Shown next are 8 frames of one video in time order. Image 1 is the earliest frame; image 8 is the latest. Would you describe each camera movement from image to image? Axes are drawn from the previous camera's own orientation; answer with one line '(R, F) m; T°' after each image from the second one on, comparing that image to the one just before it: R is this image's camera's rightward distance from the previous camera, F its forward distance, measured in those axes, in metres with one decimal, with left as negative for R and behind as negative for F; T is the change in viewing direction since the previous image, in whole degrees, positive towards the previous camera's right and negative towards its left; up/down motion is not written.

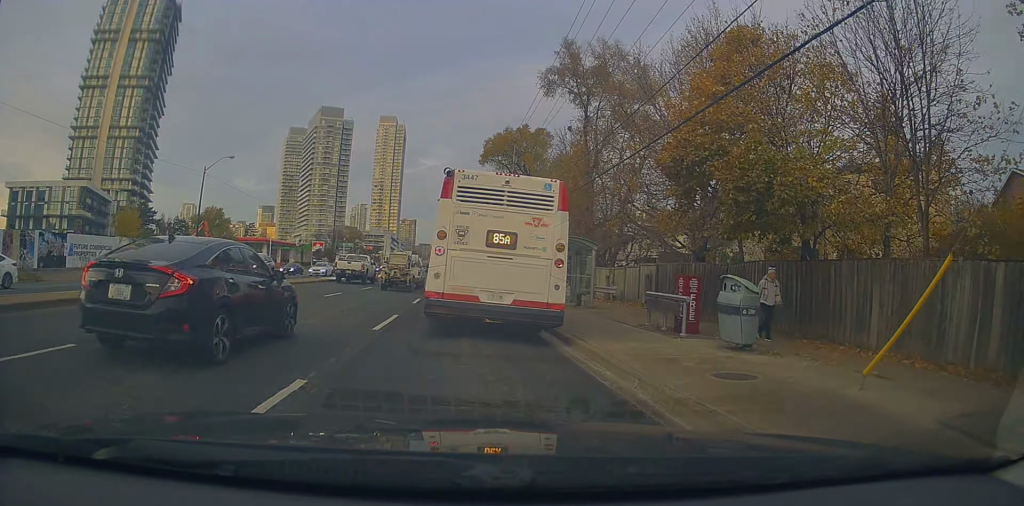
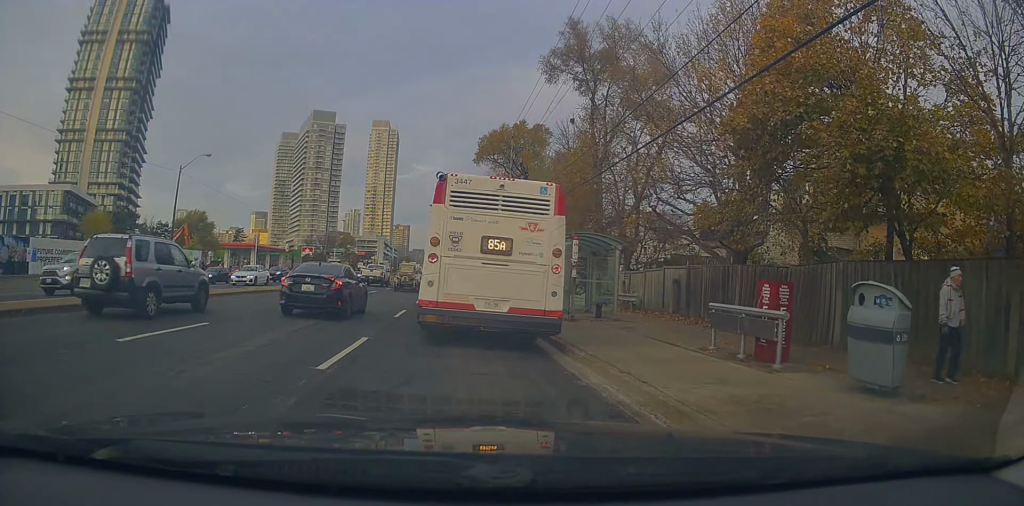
(-0.2, +4.3) m; +2°
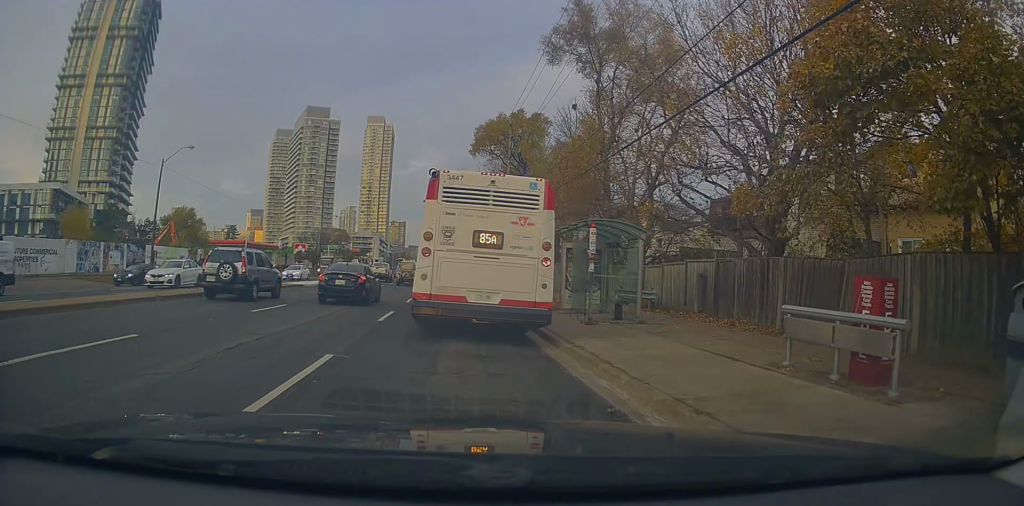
(+0.4, +2.3) m; 0°
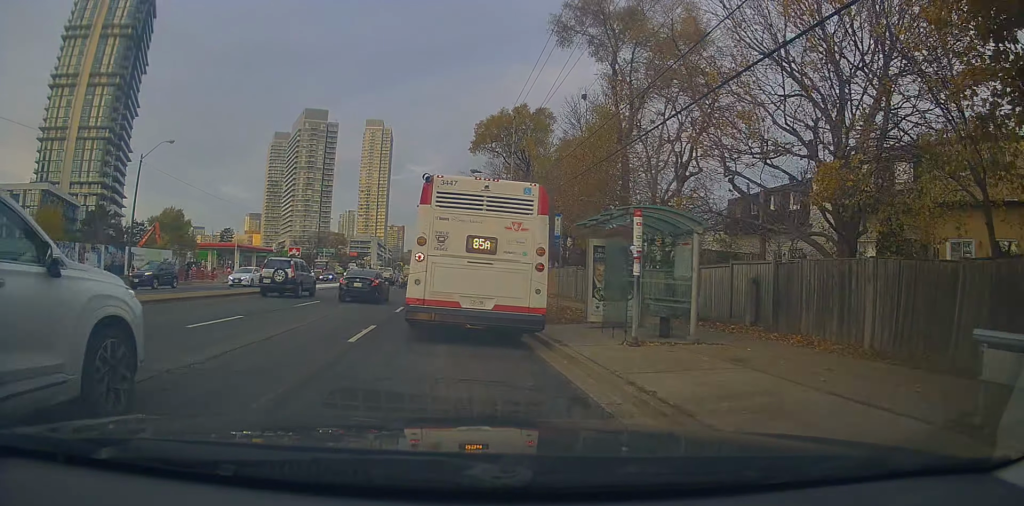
(-0.3, +2.9) m; -2°
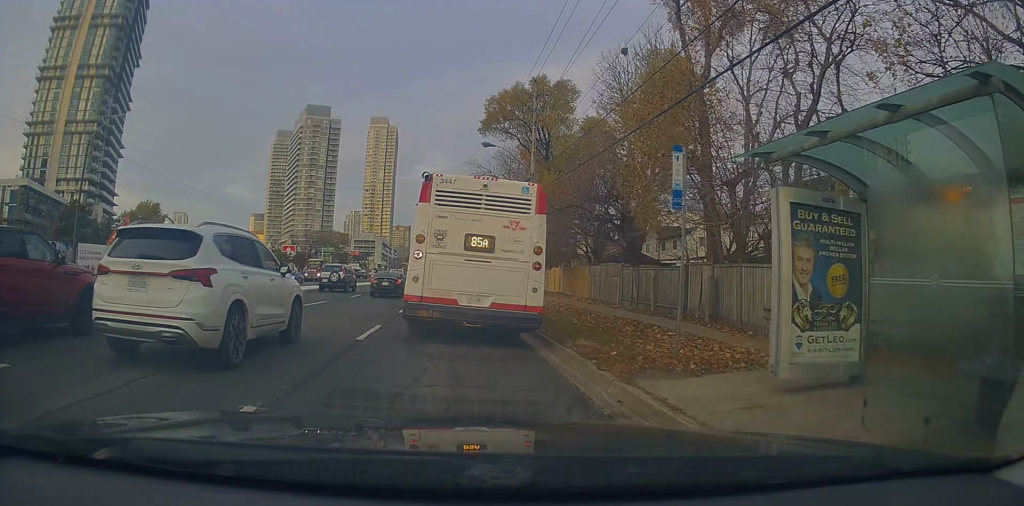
(+0.1, +7.1) m; +2°
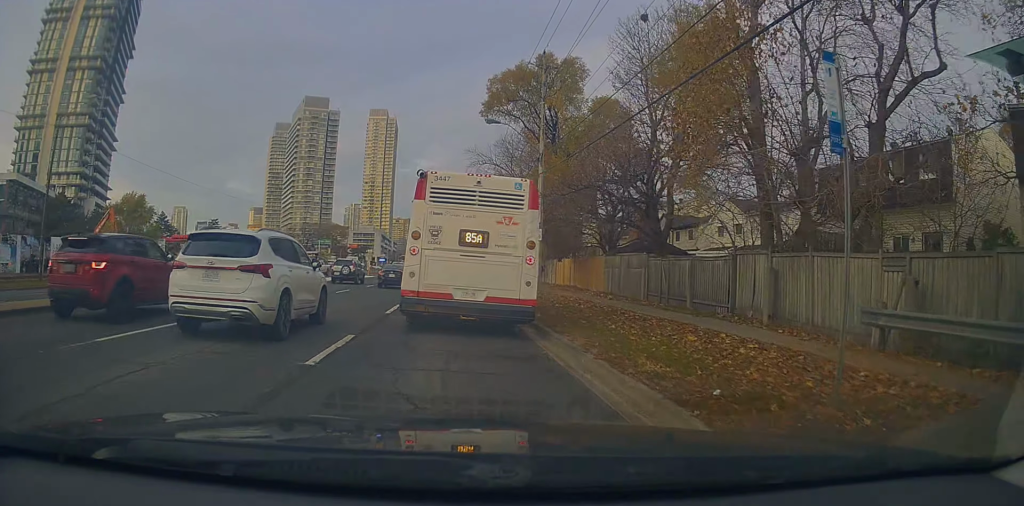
(0.0, +3.2) m; 0°
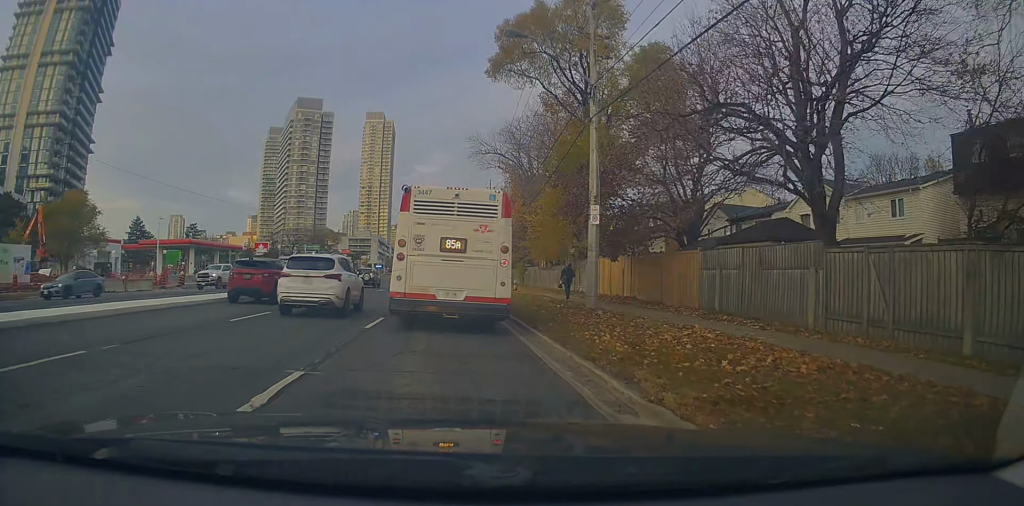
(-0.1, +11.1) m; +2°
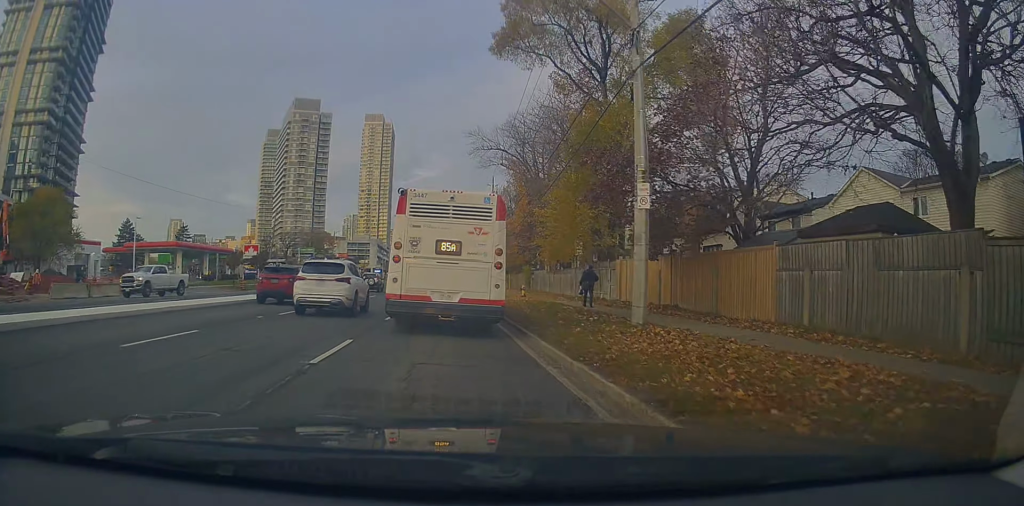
(+0.1, +4.3) m; 0°
